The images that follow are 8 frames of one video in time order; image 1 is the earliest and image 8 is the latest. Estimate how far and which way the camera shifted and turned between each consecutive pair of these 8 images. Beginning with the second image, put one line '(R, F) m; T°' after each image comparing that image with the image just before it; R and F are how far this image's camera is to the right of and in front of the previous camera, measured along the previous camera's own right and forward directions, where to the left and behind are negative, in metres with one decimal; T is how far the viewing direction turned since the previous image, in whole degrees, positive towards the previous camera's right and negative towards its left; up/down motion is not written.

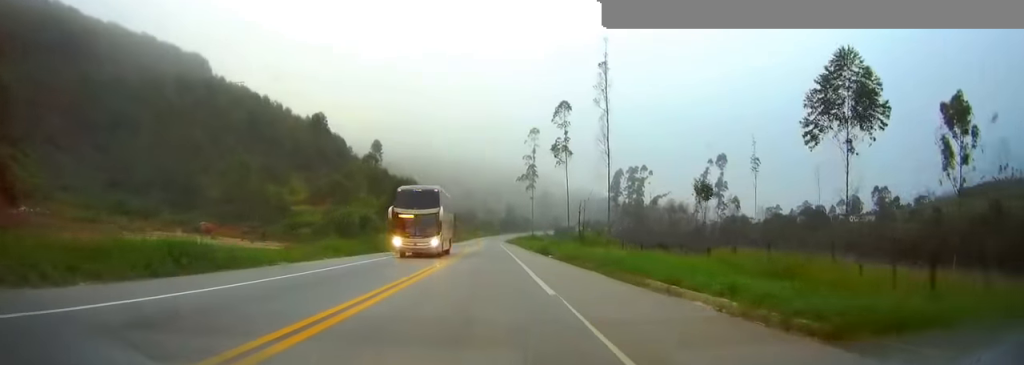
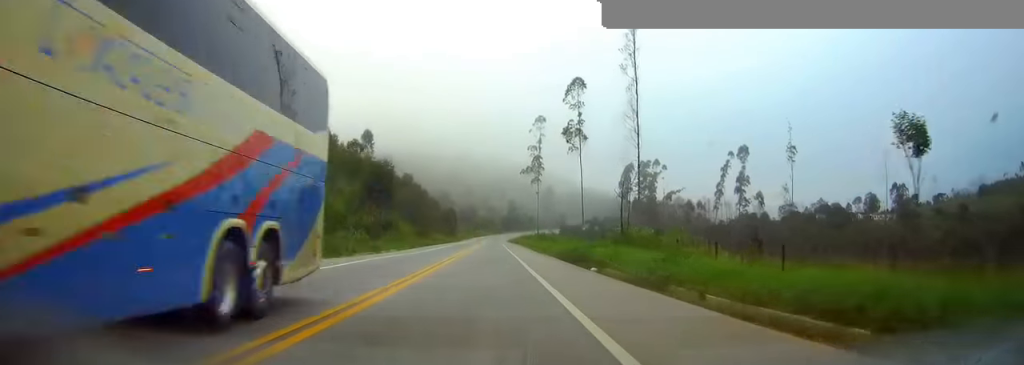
(-0.1, +20.8) m; 0°
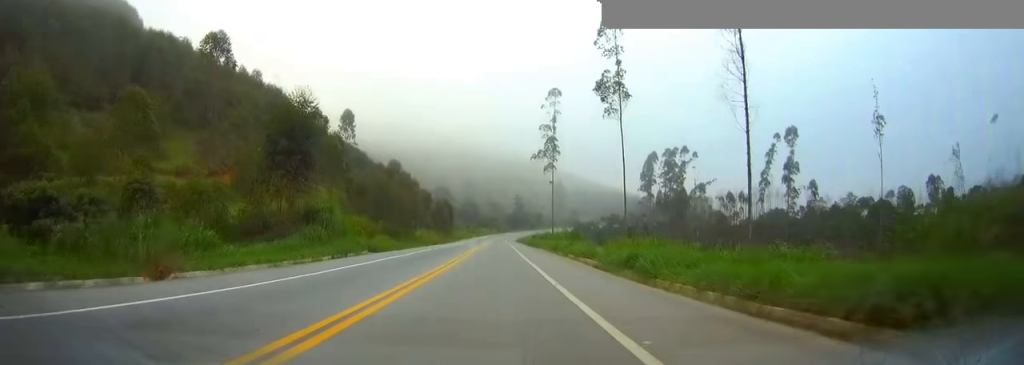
(0.0, +35.9) m; 0°
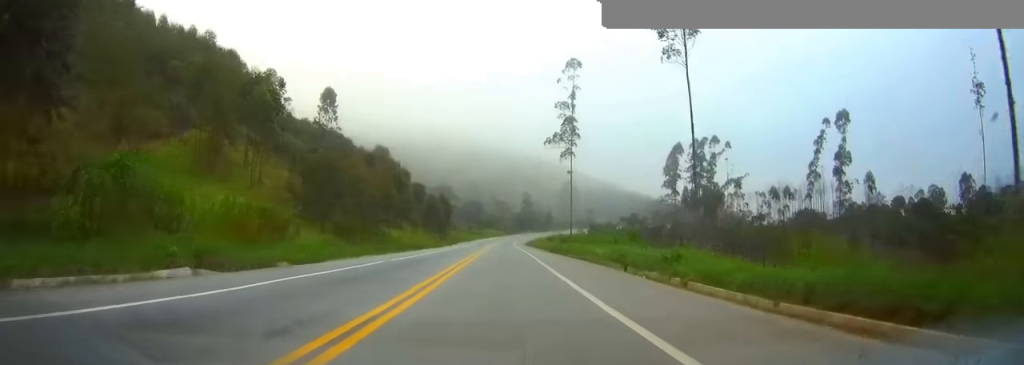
(-0.1, +28.1) m; 0°
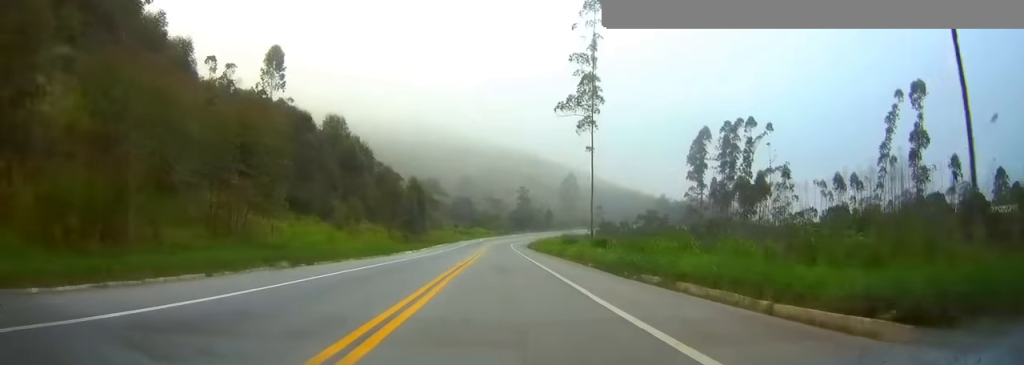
(0.0, +37.0) m; 0°
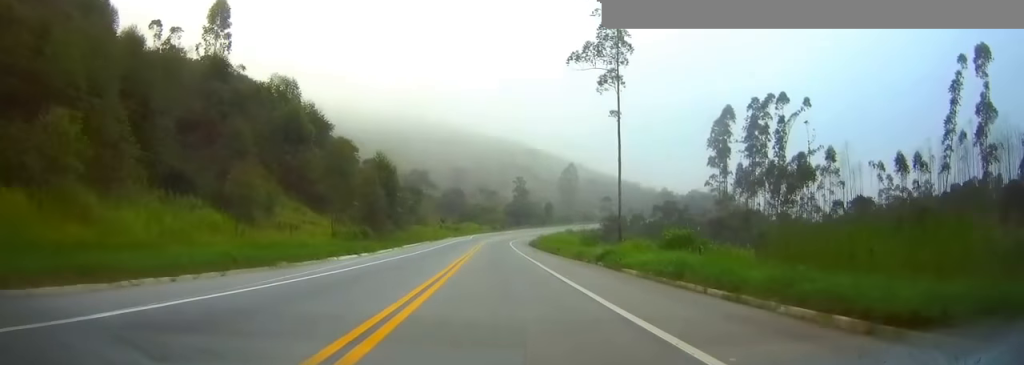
(+0.1, +24.8) m; +1°
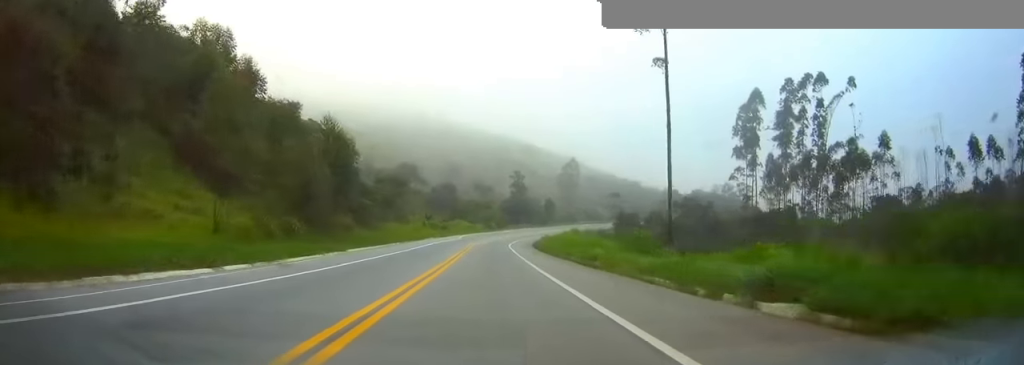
(+0.3, +22.1) m; +1°
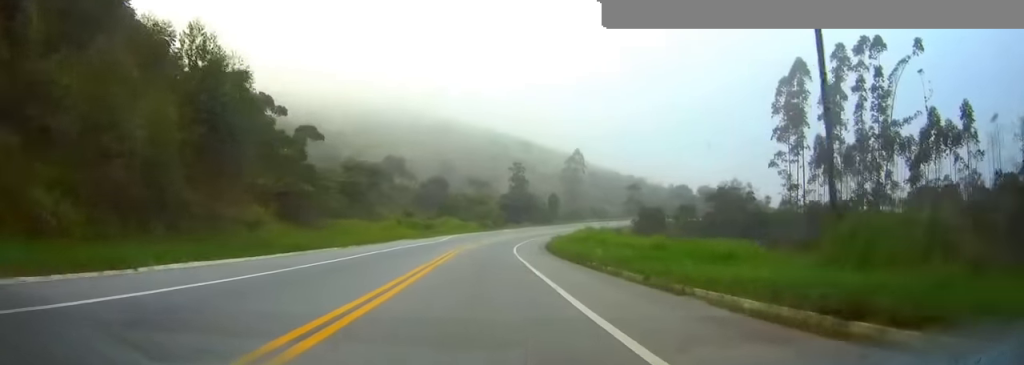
(+0.2, +25.1) m; +1°
